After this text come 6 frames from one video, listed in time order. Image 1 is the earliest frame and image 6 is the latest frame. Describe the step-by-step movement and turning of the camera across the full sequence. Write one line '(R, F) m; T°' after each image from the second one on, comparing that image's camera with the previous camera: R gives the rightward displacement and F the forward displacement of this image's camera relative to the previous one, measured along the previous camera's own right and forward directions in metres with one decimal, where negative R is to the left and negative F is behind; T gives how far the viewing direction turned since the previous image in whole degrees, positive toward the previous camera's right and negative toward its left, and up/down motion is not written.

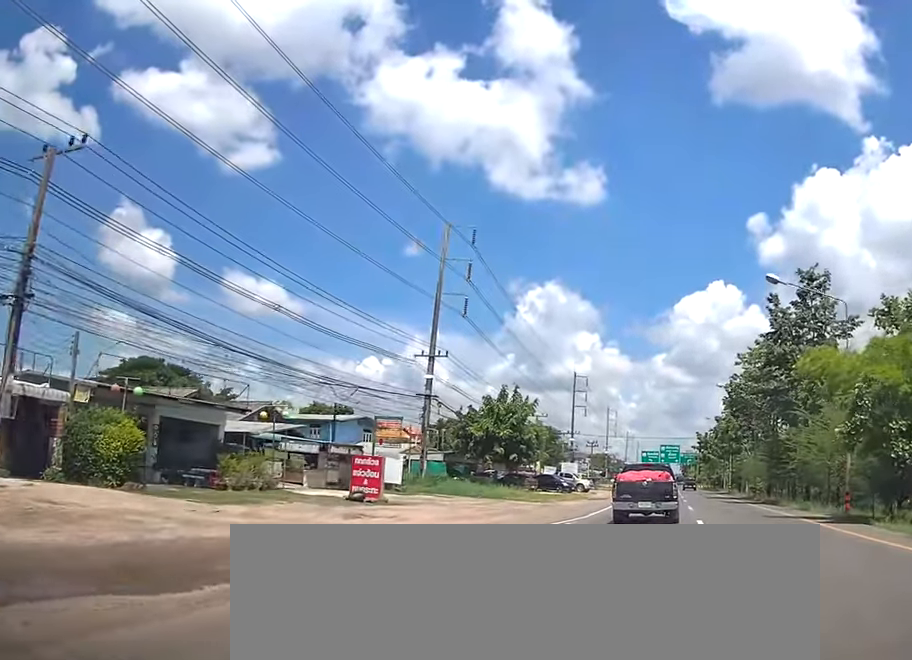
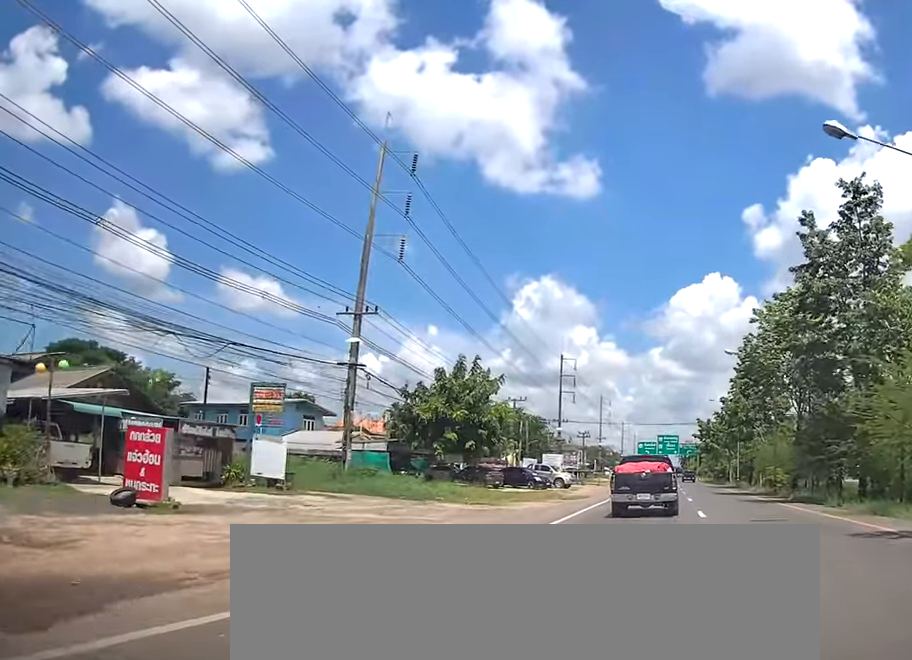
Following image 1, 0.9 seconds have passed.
(+0.1, +12.1) m; +1°
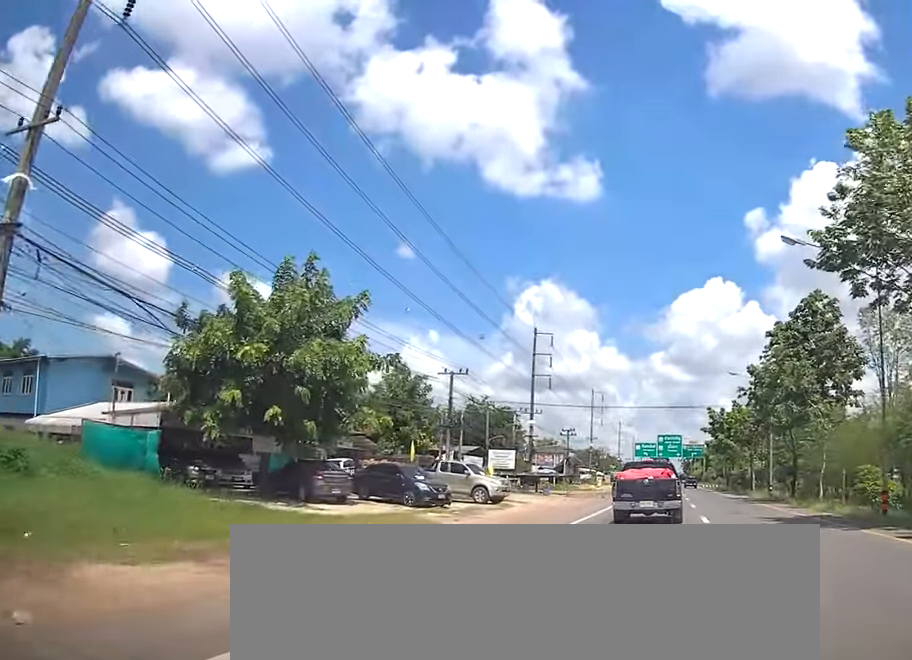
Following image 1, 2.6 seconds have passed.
(+0.6, +23.8) m; +2°
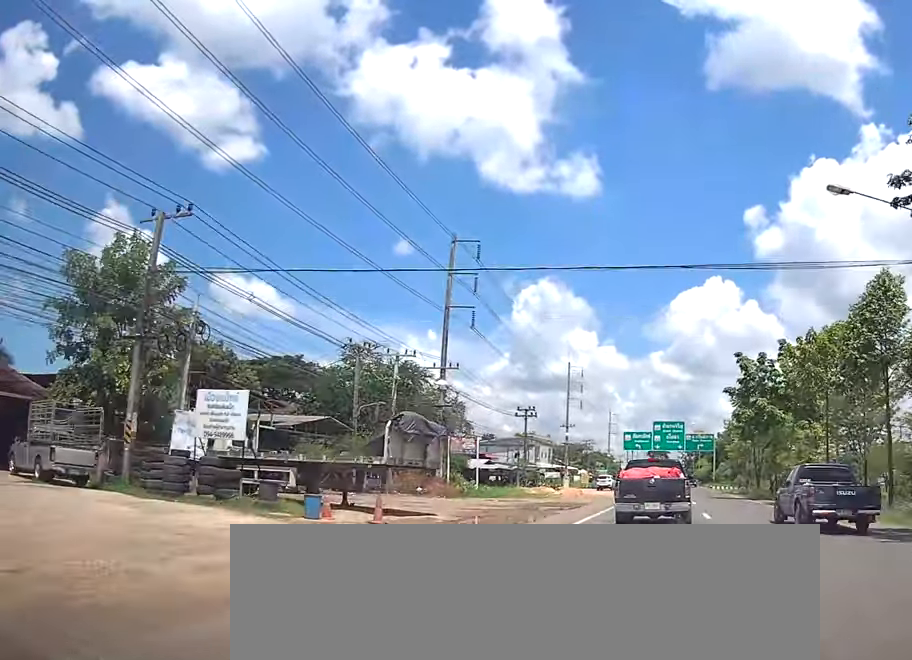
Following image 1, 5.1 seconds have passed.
(-0.9, +35.4) m; -2°
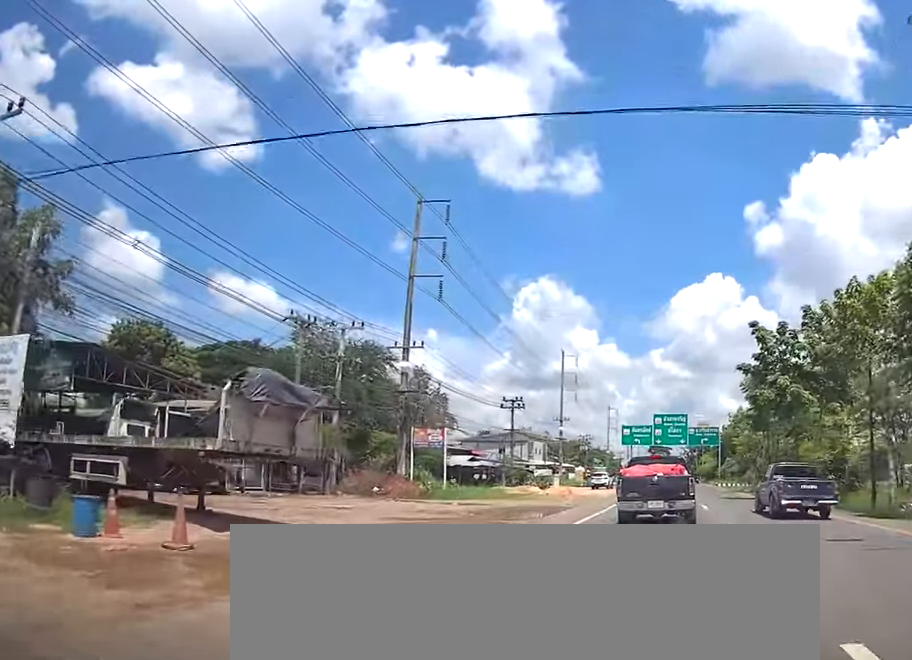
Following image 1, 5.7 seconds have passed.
(0.0, +8.2) m; +1°
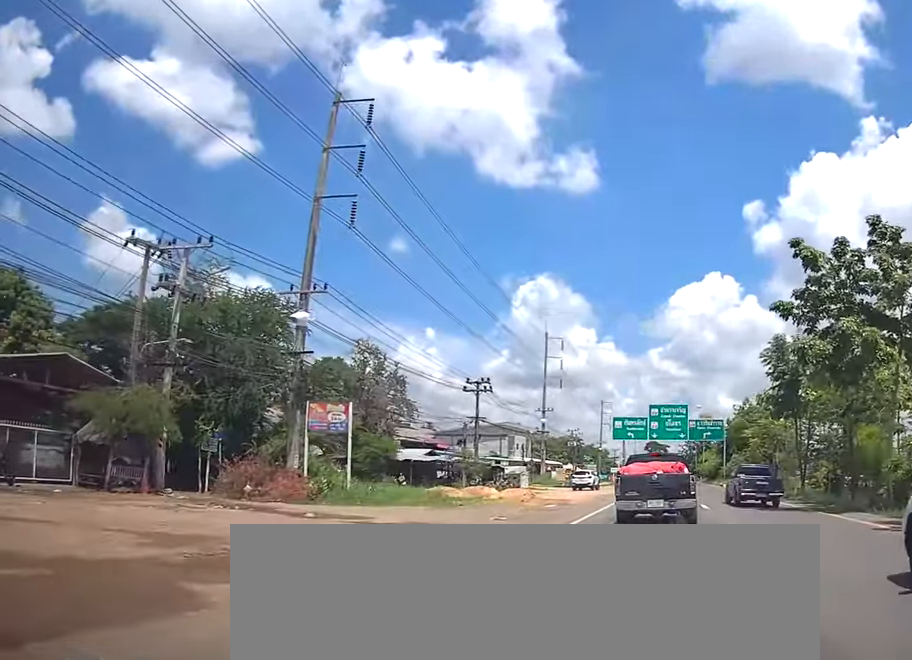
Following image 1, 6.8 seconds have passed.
(+0.2, +13.3) m; +1°
